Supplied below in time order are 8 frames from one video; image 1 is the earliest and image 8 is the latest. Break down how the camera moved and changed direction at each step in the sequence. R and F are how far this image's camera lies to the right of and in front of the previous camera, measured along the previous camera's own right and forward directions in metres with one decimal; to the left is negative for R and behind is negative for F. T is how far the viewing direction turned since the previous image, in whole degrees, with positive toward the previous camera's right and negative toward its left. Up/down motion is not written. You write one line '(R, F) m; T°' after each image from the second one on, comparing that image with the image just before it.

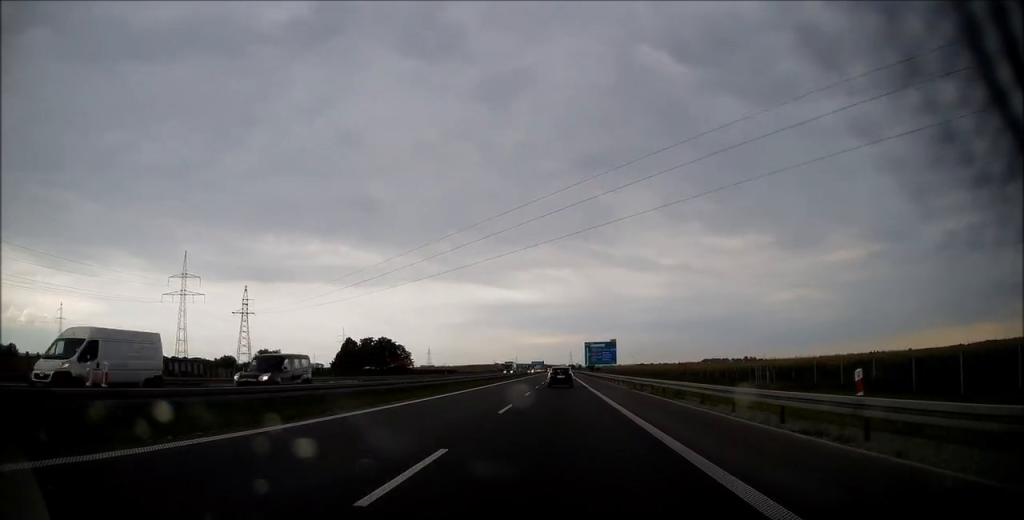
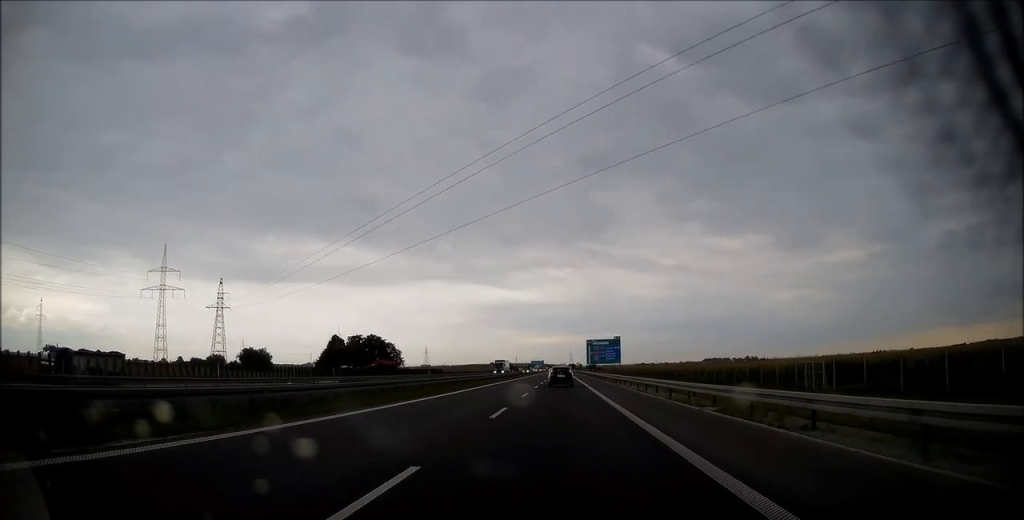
(0.0, +13.9) m; 0°
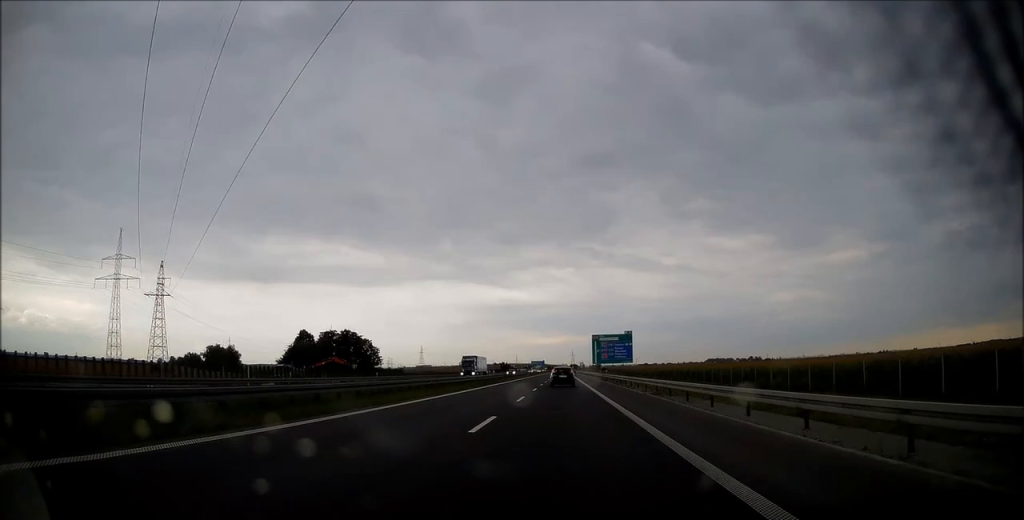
(-0.3, +27.8) m; -1°
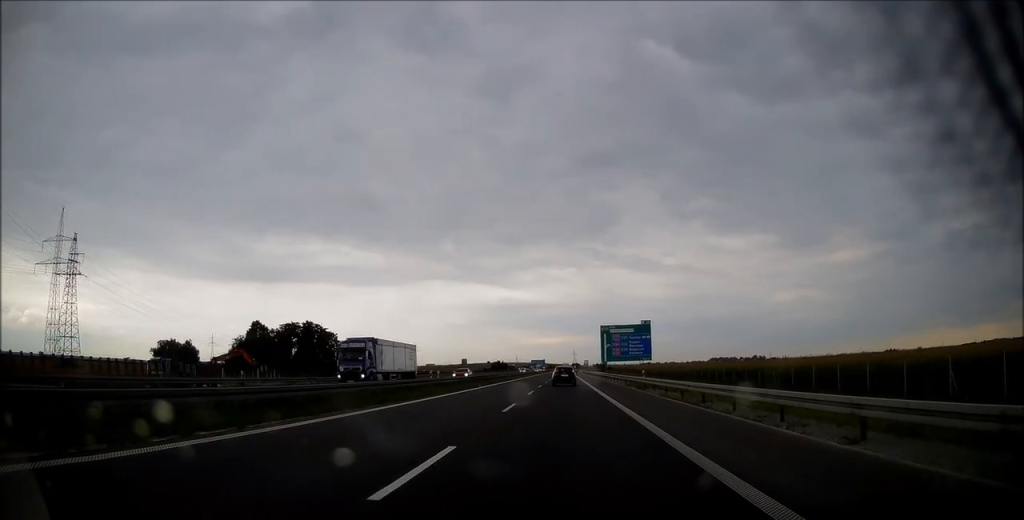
(0.0, +30.5) m; 0°
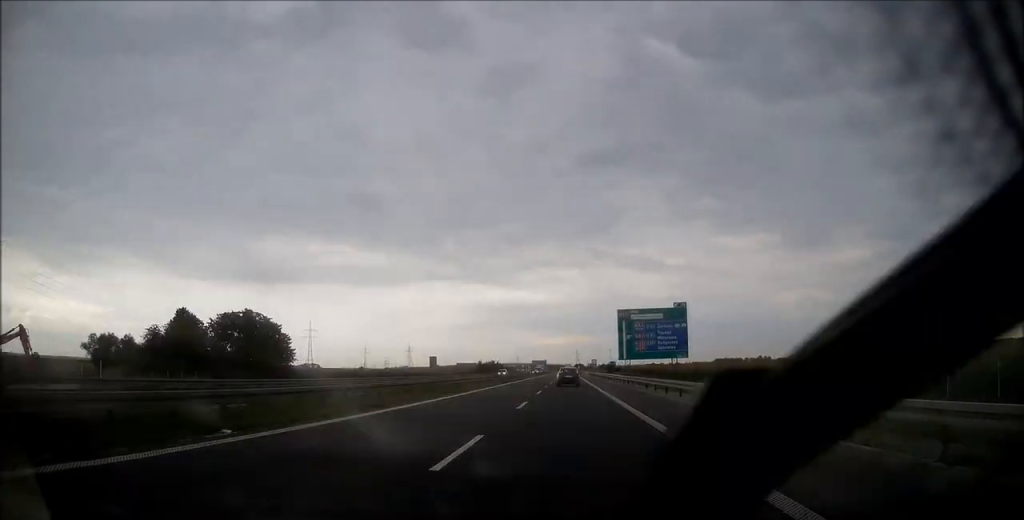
(0.0, +34.3) m; 0°
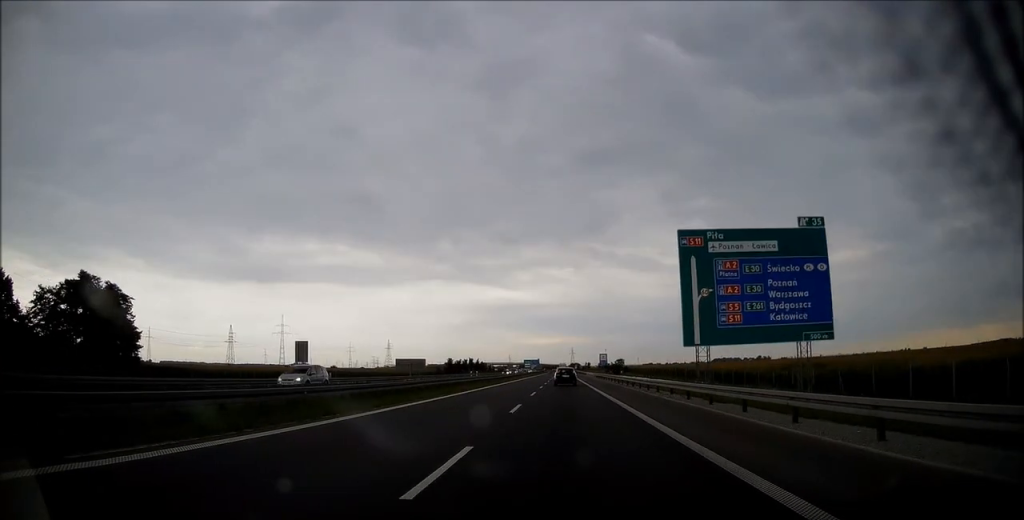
(0.0, +50.1) m; 0°
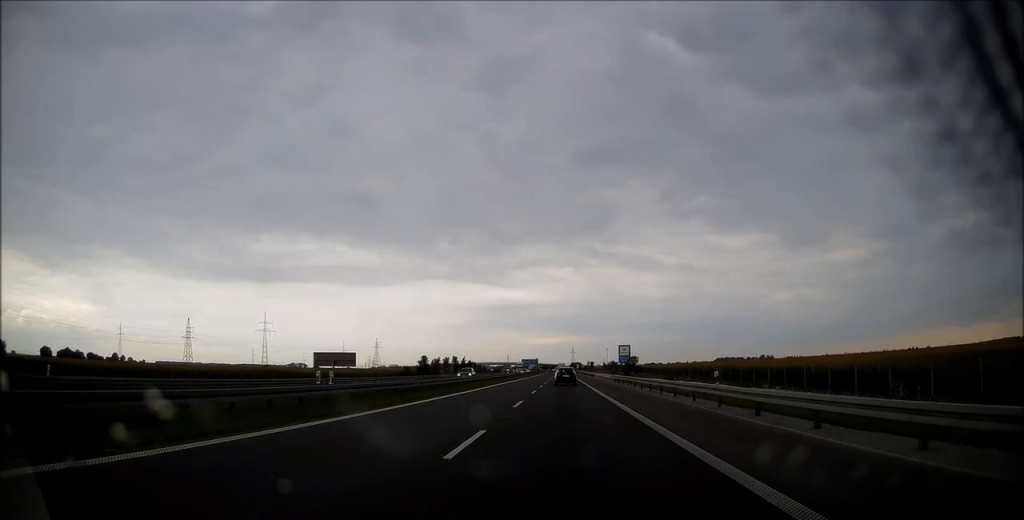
(+0.1, +33.4) m; +1°
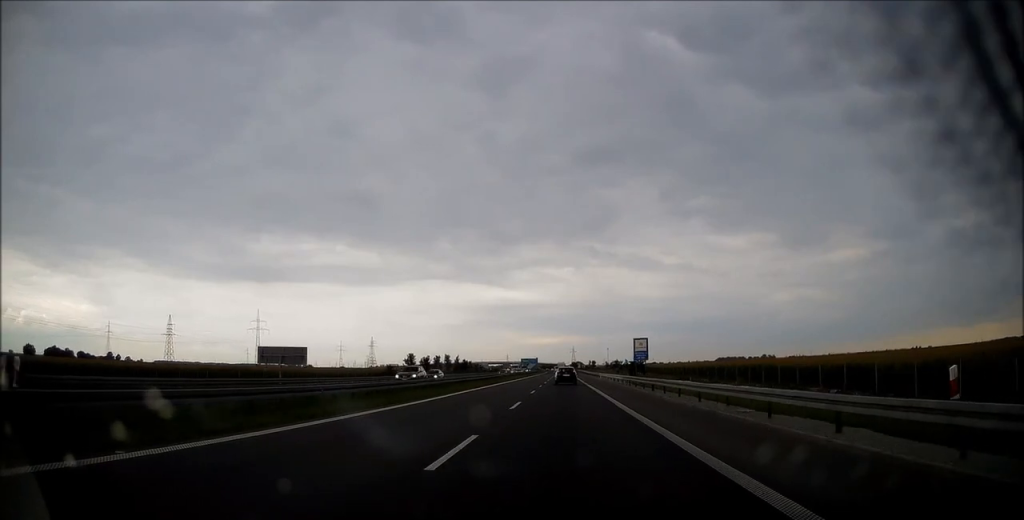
(-0.1, +13.0) m; 0°
